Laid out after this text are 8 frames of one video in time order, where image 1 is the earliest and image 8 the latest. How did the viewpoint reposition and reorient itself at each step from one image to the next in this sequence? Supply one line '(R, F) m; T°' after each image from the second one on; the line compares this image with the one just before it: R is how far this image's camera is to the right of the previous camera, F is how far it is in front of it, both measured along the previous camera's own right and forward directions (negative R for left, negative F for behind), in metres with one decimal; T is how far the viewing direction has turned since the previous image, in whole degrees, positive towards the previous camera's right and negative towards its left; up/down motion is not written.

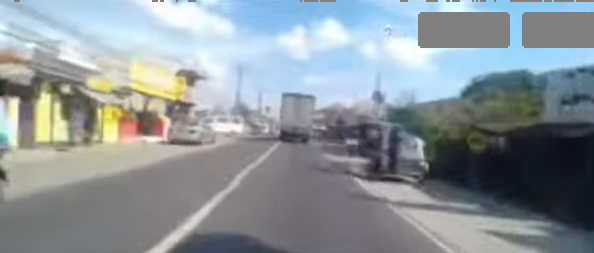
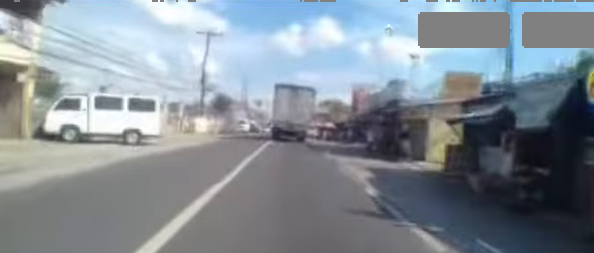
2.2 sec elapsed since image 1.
(-0.1, +18.2) m; +3°
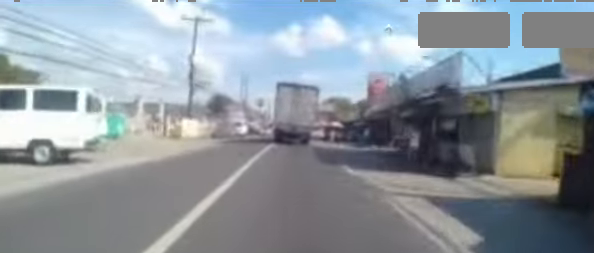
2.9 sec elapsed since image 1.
(0.0, +4.6) m; -1°
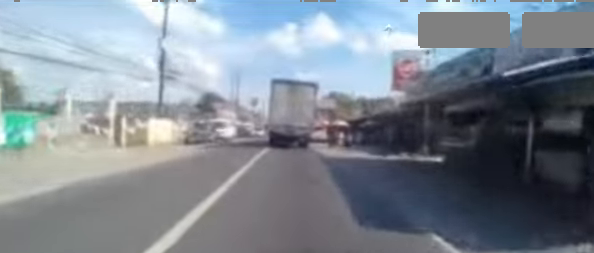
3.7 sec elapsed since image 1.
(-0.1, +5.9) m; -1°
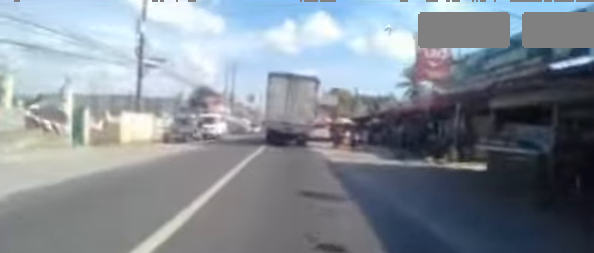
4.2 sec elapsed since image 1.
(0.0, +3.2) m; -1°
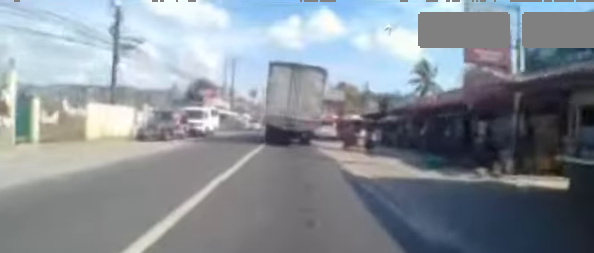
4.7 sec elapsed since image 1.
(0.0, +2.5) m; +1°
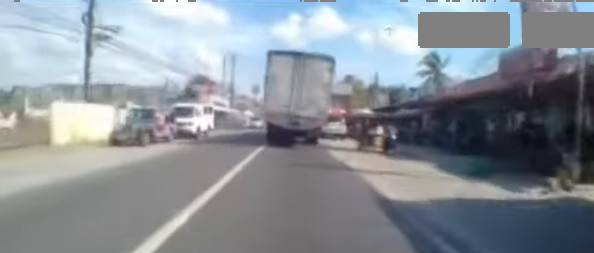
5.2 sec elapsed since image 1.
(-0.1, +2.3) m; +1°
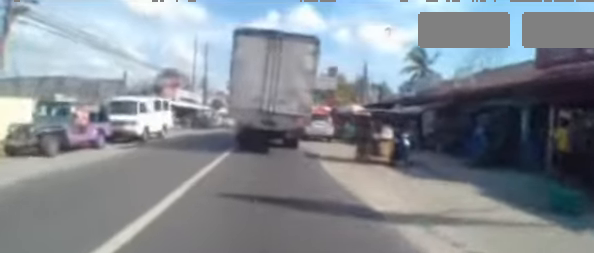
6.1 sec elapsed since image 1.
(+0.2, +3.0) m; +5°
